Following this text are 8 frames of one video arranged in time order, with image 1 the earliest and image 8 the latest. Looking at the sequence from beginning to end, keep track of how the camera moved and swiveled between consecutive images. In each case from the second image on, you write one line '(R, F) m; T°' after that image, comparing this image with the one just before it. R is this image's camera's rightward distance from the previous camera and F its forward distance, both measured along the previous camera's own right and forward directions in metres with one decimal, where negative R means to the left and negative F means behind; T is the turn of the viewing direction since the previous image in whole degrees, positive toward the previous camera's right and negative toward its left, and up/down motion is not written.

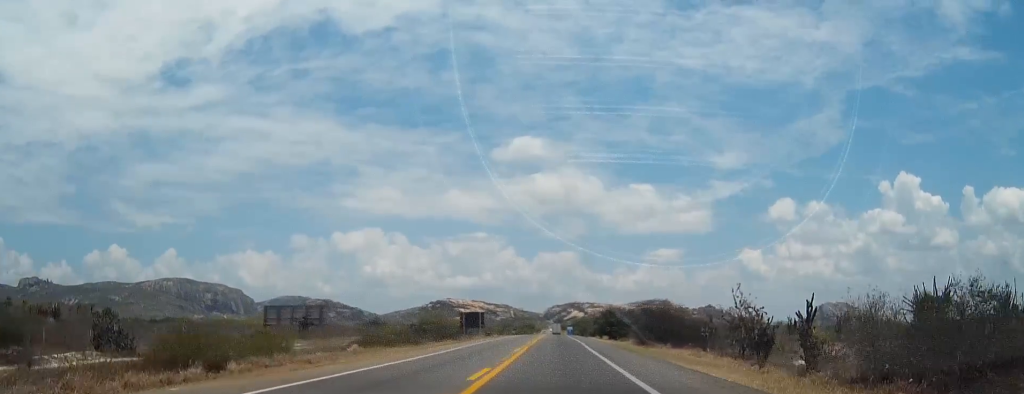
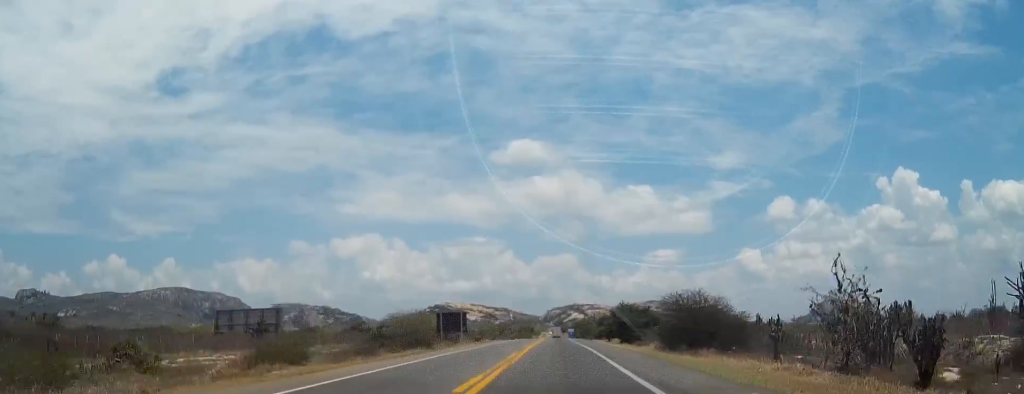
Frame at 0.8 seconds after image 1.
(0.0, +18.4) m; 0°
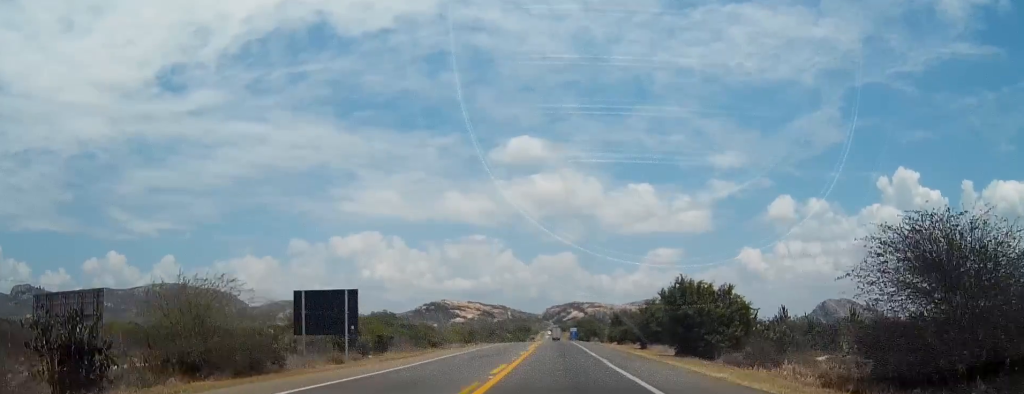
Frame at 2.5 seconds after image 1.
(+0.1, +41.2) m; +1°
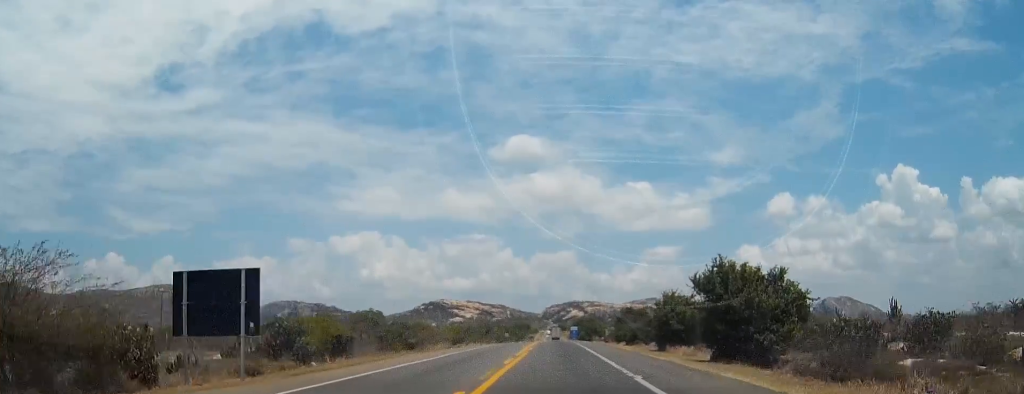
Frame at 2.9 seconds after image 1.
(+0.1, +11.5) m; 0°
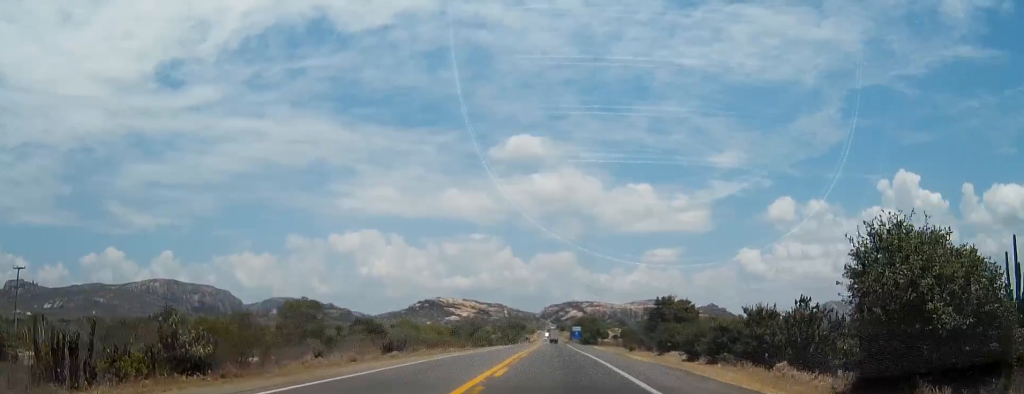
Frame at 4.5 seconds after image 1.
(+0.1, +38.7) m; 0°
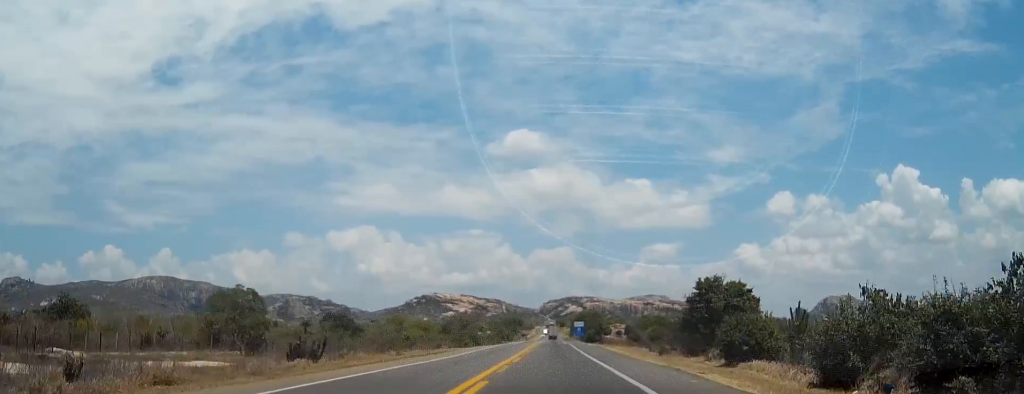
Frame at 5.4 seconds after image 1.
(+0.1, +22.3) m; 0°
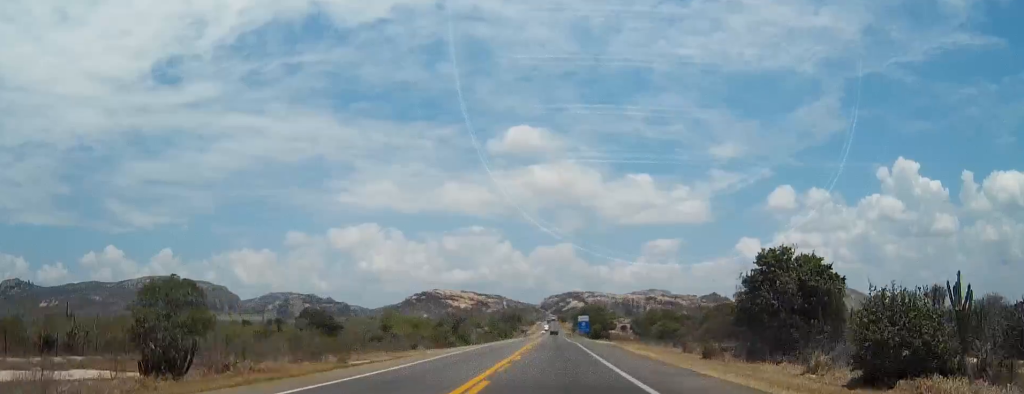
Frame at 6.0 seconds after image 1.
(0.0, +15.9) m; 0°
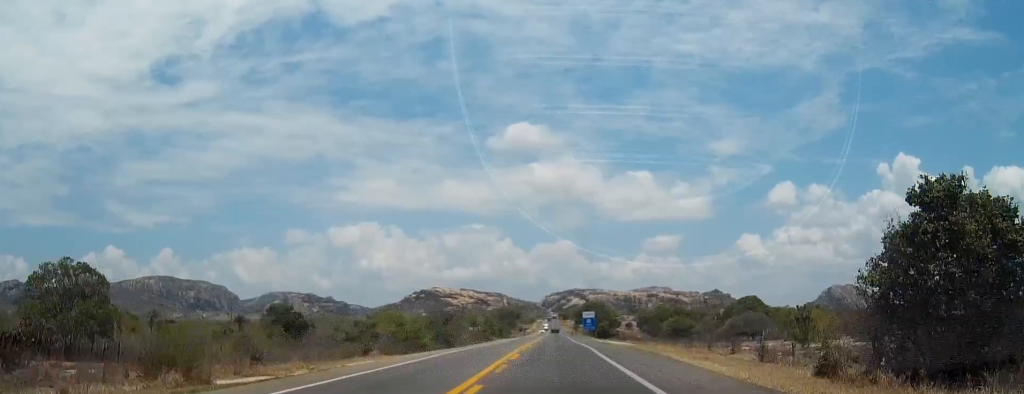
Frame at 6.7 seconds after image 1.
(0.0, +17.6) m; 0°
